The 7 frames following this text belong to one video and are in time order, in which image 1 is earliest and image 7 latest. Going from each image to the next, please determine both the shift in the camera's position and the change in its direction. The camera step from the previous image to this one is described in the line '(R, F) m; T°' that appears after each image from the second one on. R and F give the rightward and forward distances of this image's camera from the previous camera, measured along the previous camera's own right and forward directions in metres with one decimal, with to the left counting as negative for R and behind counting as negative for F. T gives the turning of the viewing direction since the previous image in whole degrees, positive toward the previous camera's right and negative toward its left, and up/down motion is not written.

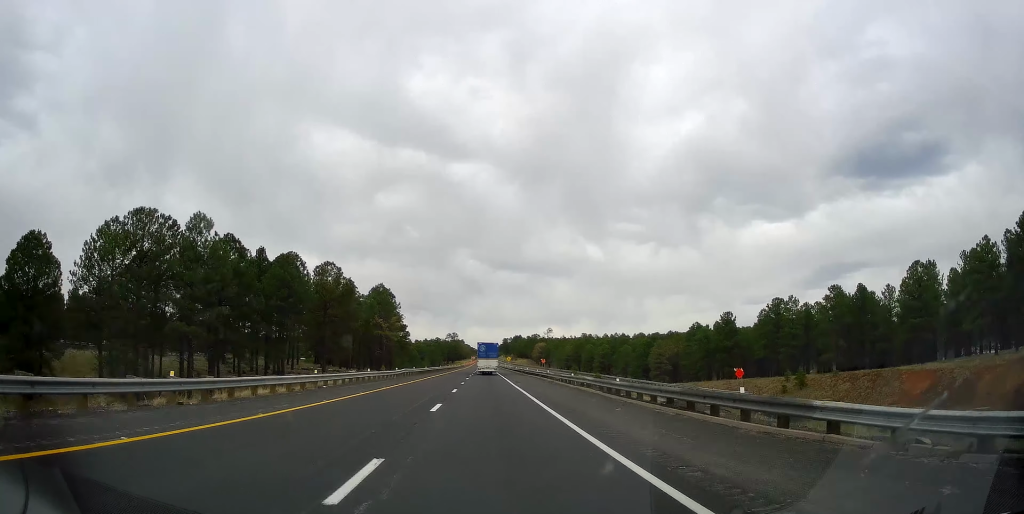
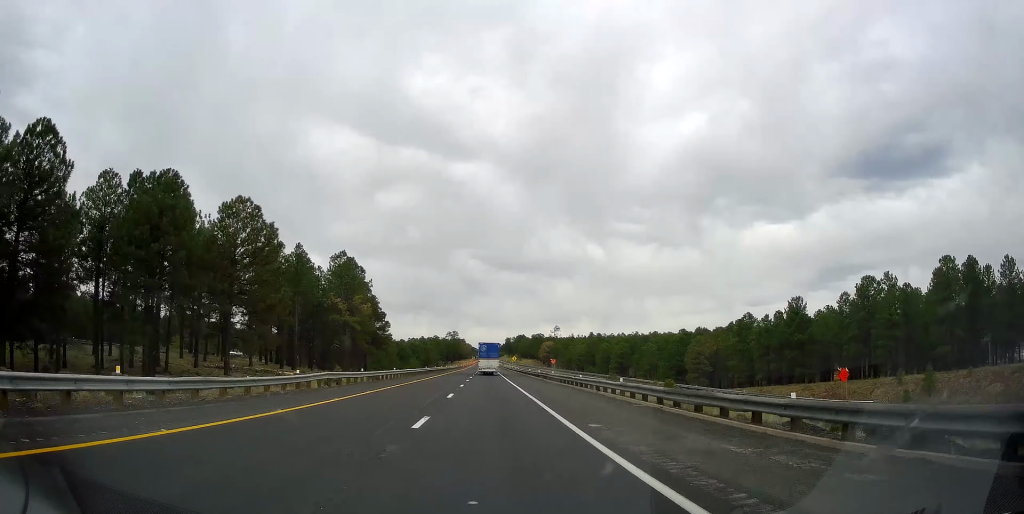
(+0.4, +29.3) m; 0°
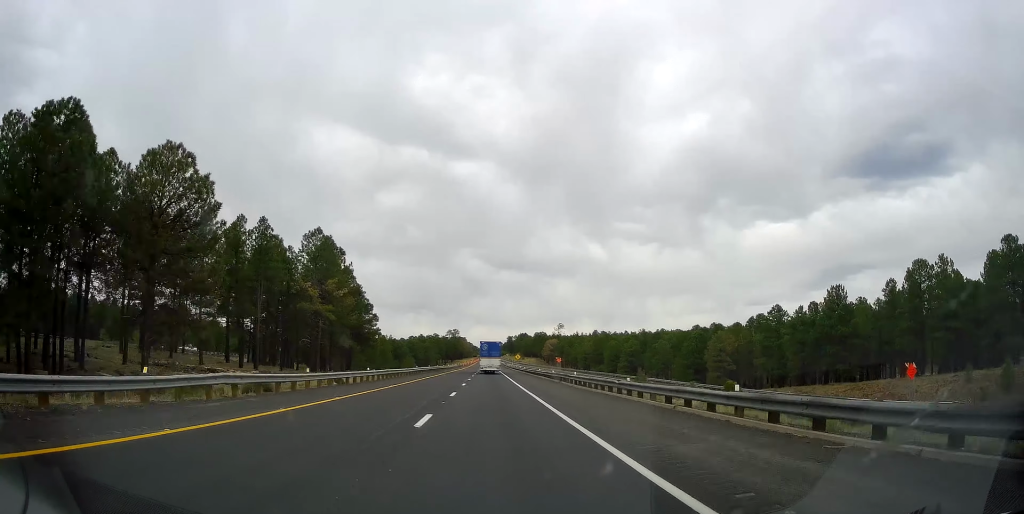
(0.0, +12.3) m; 0°
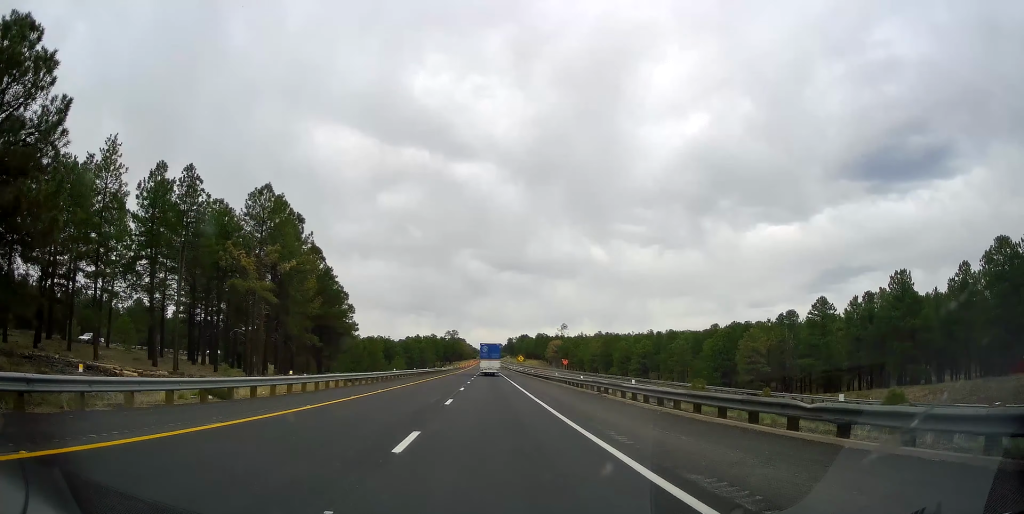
(-0.2, +16.1) m; -1°
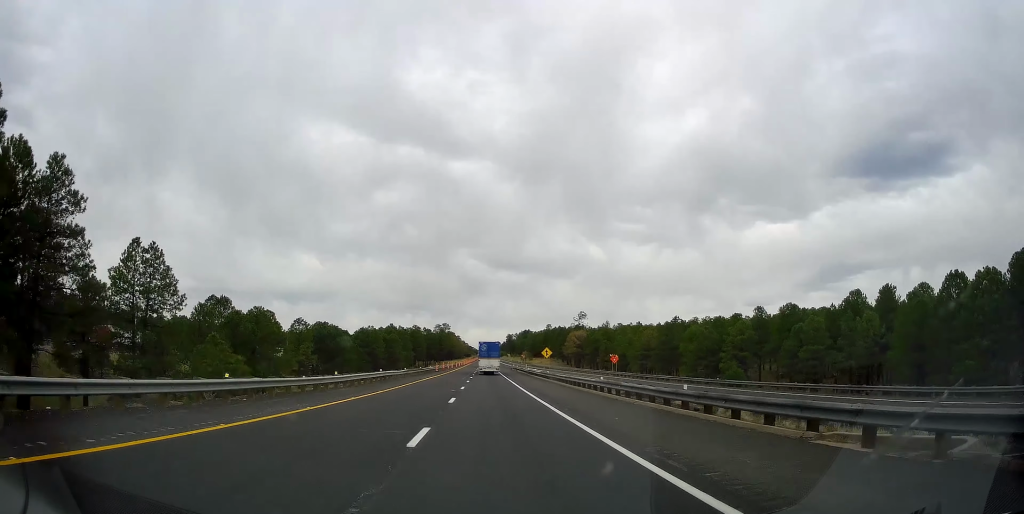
(-0.4, +73.6) m; +1°
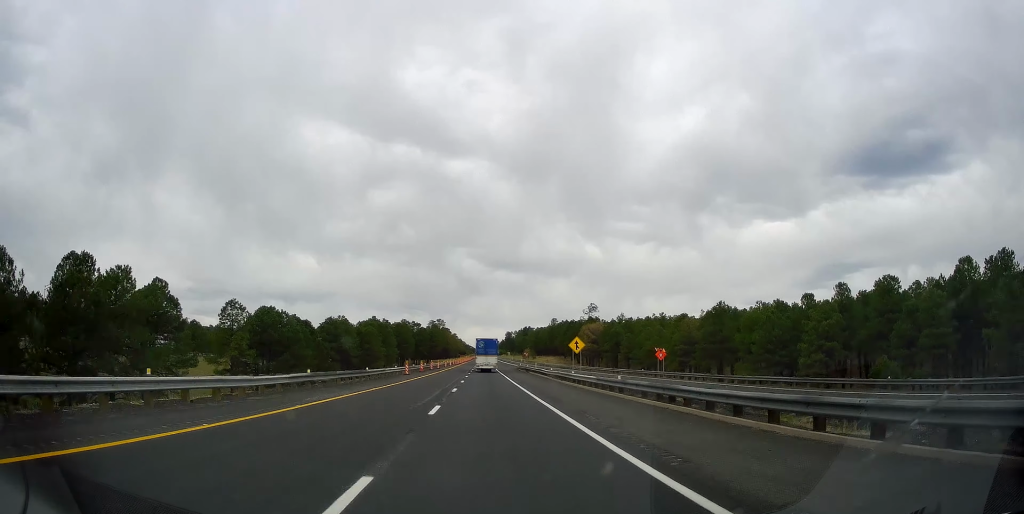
(+0.1, +31.0) m; +1°
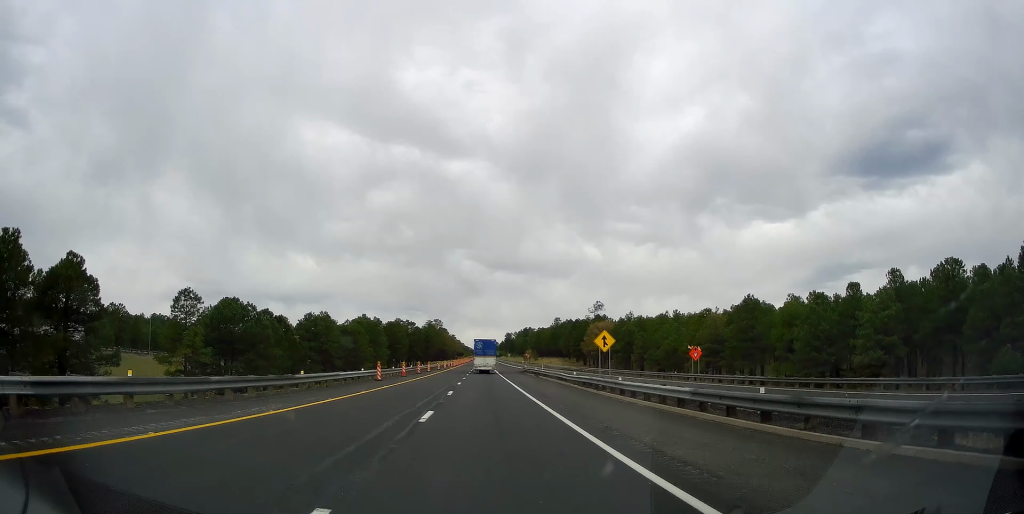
(0.0, +14.0) m; 0°
